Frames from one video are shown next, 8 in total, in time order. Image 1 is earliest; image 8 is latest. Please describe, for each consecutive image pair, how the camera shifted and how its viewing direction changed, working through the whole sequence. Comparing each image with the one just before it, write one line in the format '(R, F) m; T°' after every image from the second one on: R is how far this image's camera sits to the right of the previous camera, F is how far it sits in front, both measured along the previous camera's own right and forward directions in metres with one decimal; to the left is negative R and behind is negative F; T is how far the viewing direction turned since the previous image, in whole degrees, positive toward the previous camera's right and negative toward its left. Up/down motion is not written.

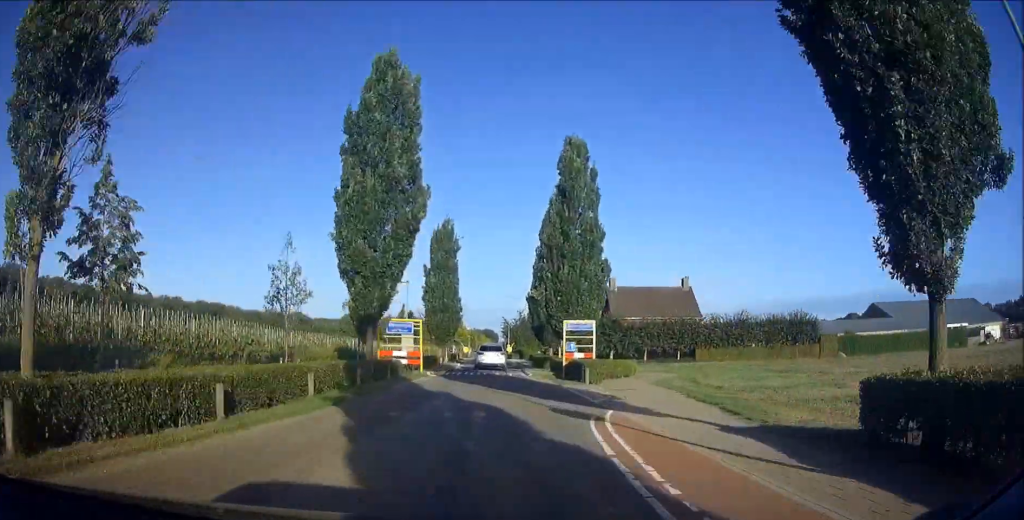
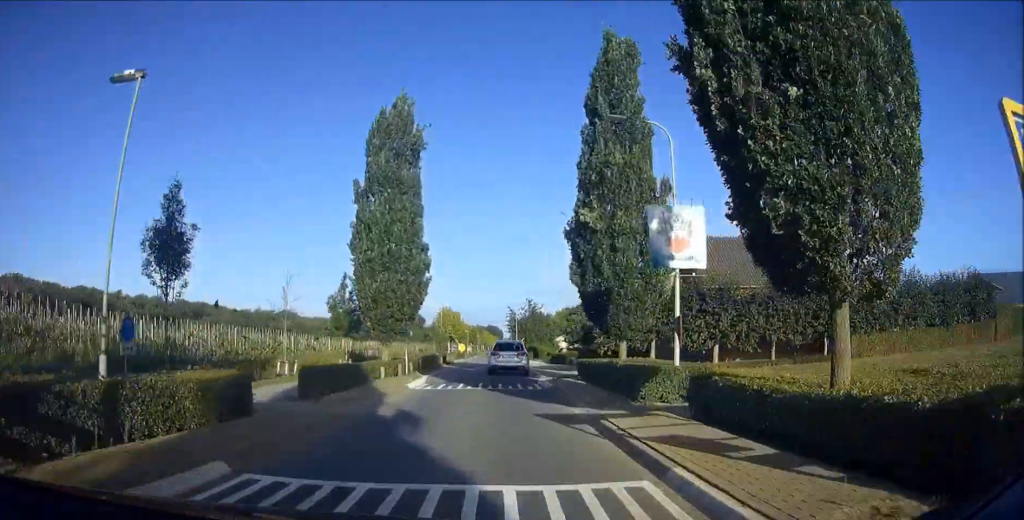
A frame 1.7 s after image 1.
(-0.2, +25.5) m; -1°
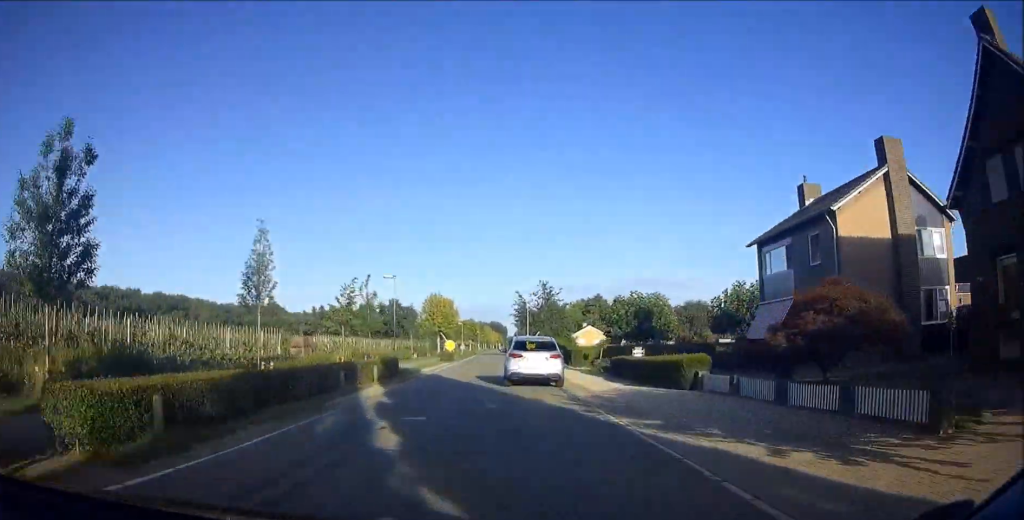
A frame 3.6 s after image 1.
(-0.5, +28.3) m; -1°
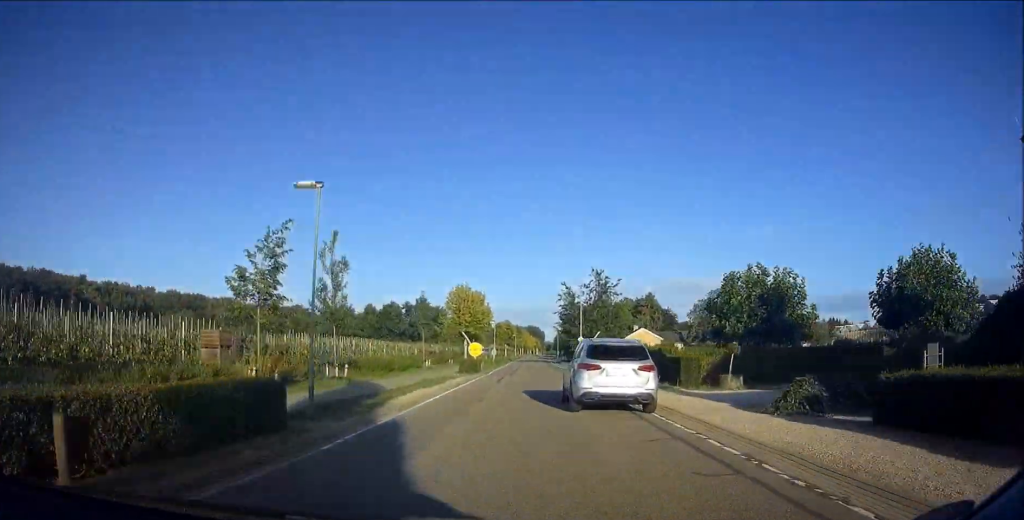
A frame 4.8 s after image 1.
(-0.1, +19.0) m; 0°
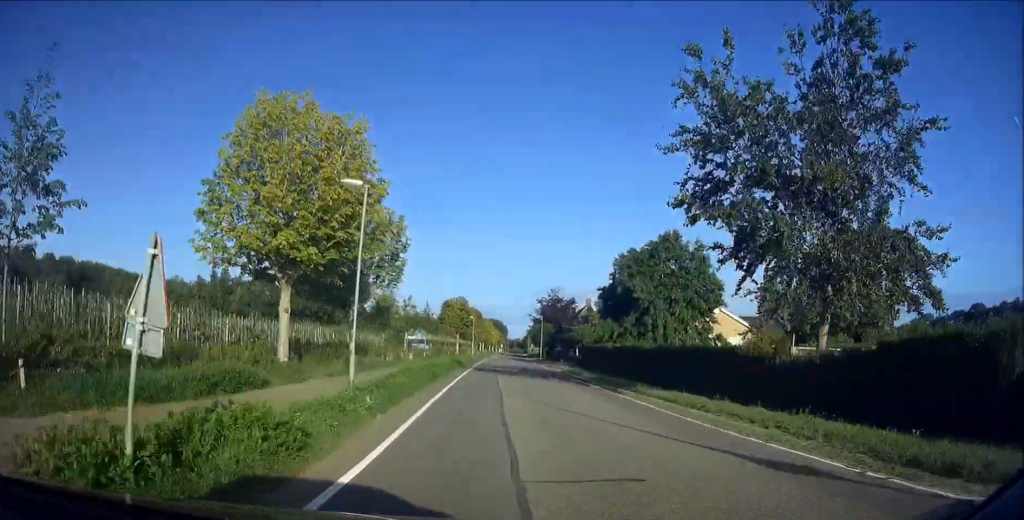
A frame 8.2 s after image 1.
(+0.9, +58.5) m; +3°
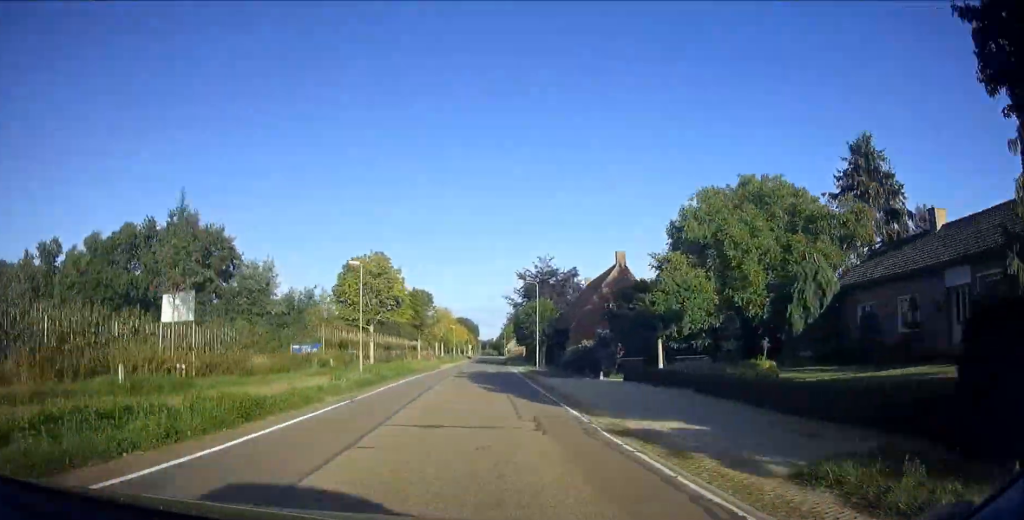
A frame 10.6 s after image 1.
(+0.8, +47.4) m; +1°
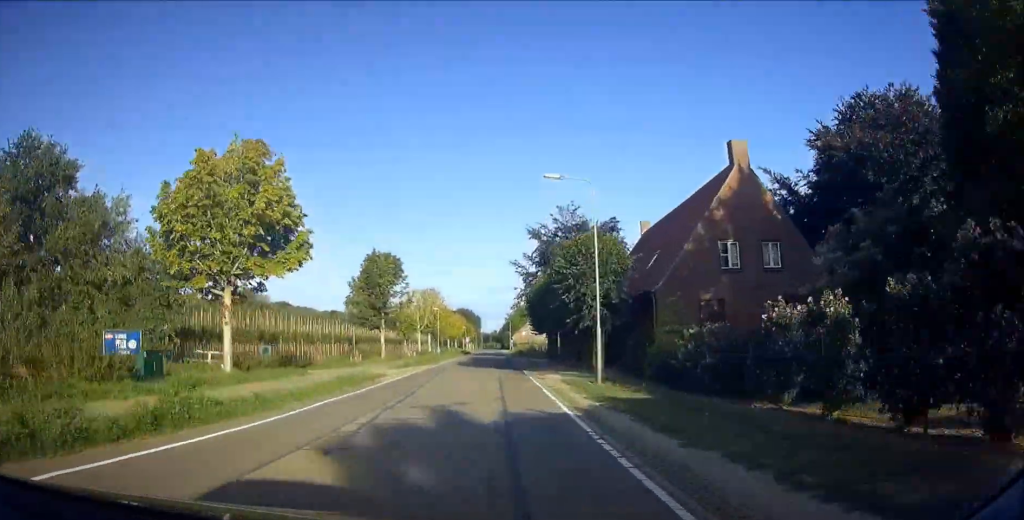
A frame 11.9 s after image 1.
(+0.1, +26.7) m; 0°
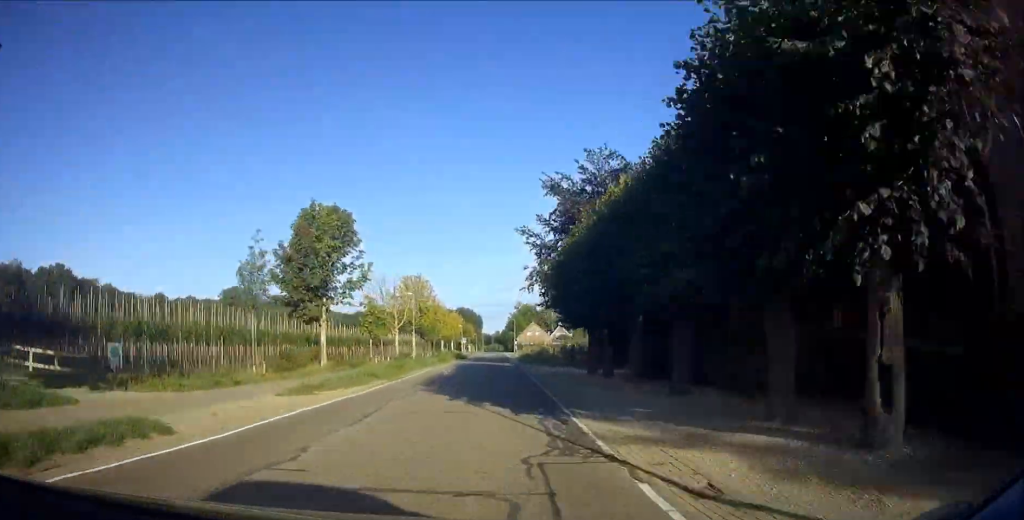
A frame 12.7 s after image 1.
(0.0, +18.9) m; 0°
